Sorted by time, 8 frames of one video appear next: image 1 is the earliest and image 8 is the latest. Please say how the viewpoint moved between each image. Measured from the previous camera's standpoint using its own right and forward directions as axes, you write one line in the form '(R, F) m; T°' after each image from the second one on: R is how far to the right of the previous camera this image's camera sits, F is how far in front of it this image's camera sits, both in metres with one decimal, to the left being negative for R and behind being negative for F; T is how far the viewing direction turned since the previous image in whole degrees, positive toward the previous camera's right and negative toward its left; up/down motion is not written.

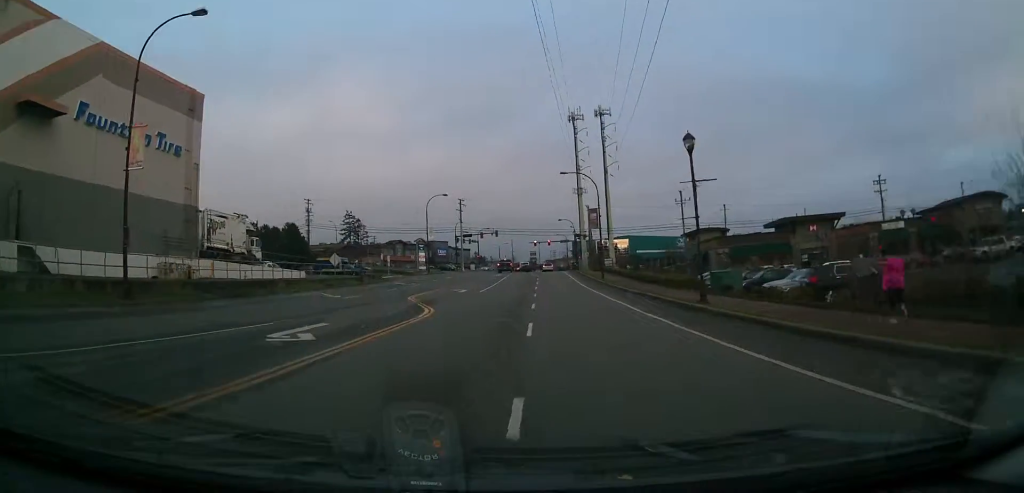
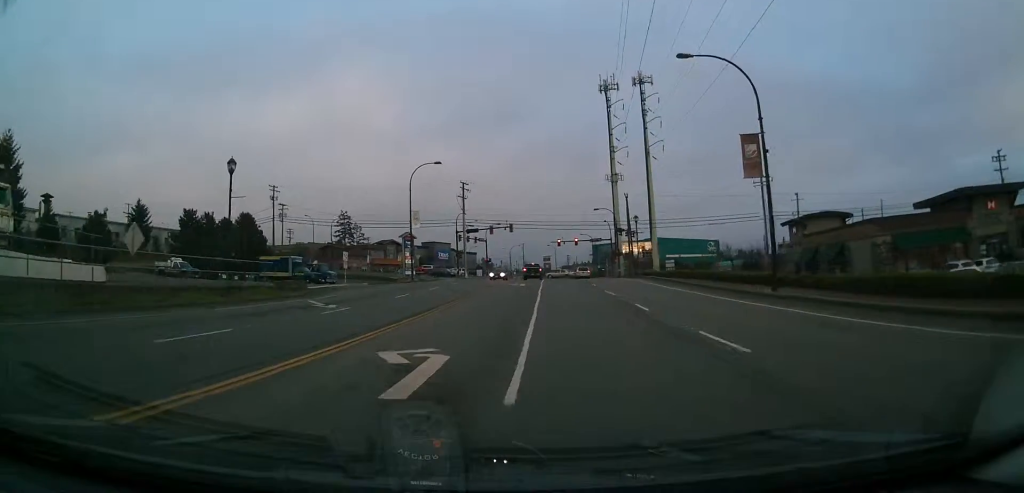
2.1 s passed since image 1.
(-0.4, +30.8) m; +1°
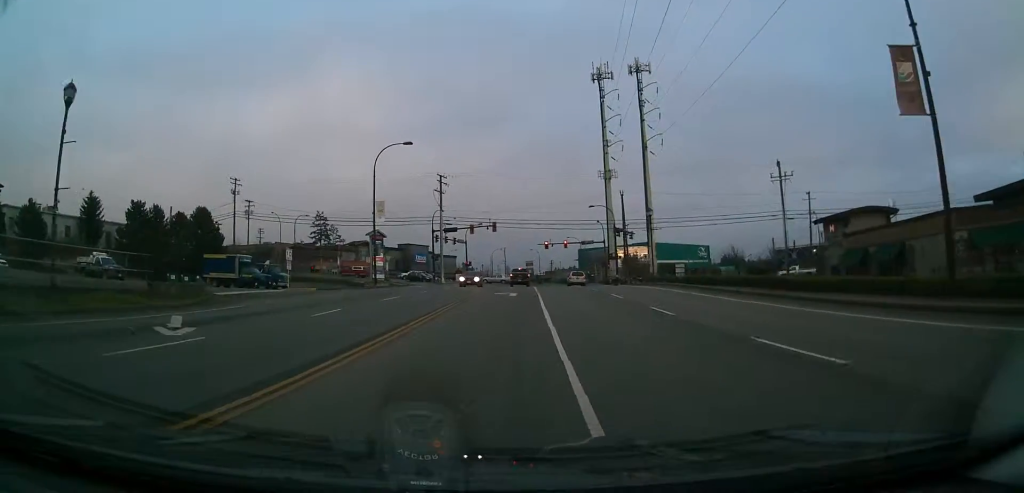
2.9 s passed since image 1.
(+0.1, +10.8) m; 0°
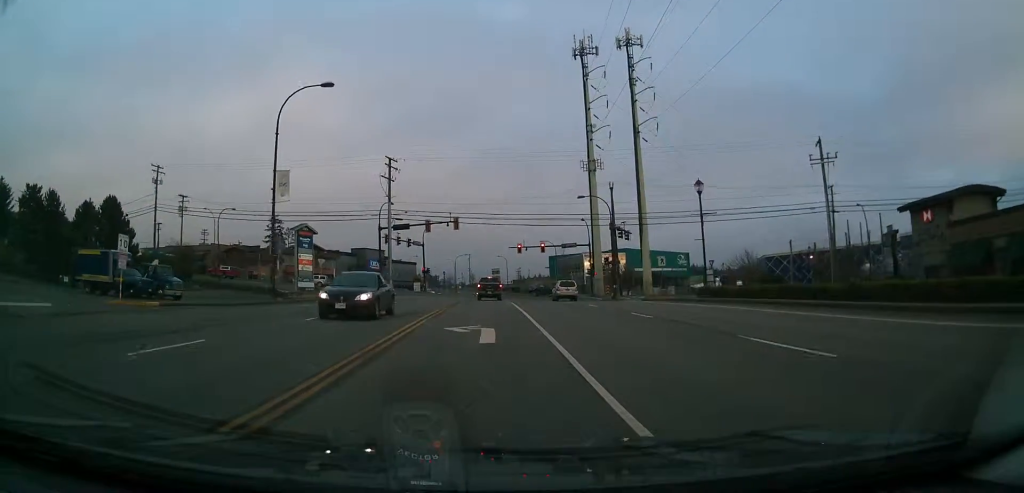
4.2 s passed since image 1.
(0.0, +17.3) m; +4°
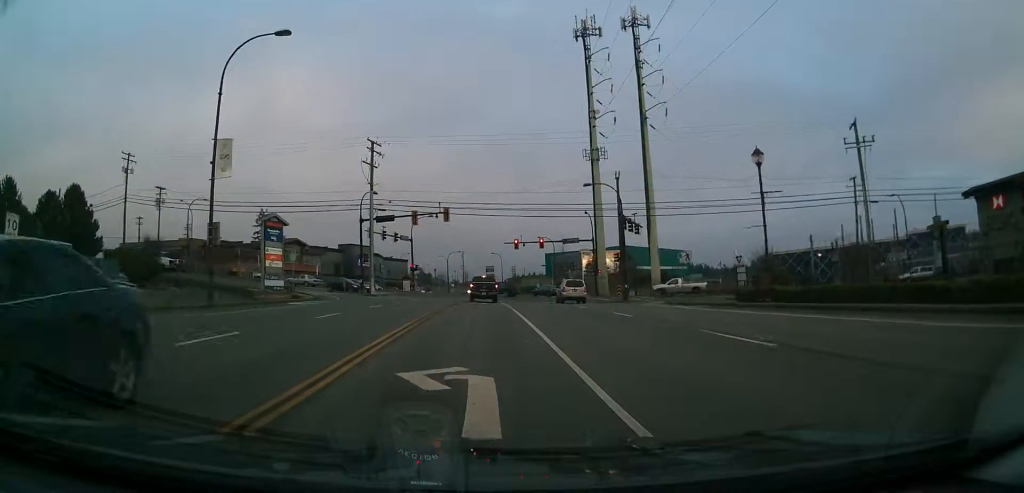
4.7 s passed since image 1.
(+0.3, +7.2) m; +2°
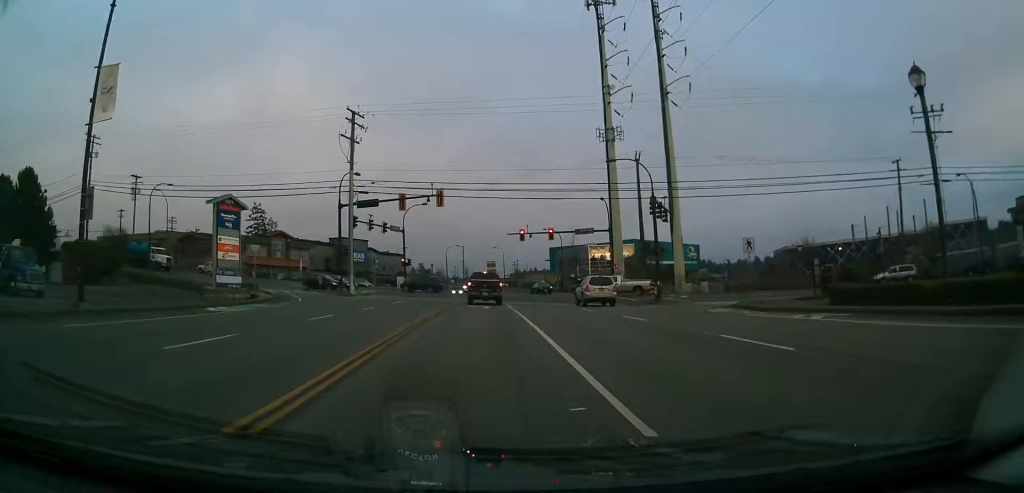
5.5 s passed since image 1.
(+0.5, +9.7) m; +1°
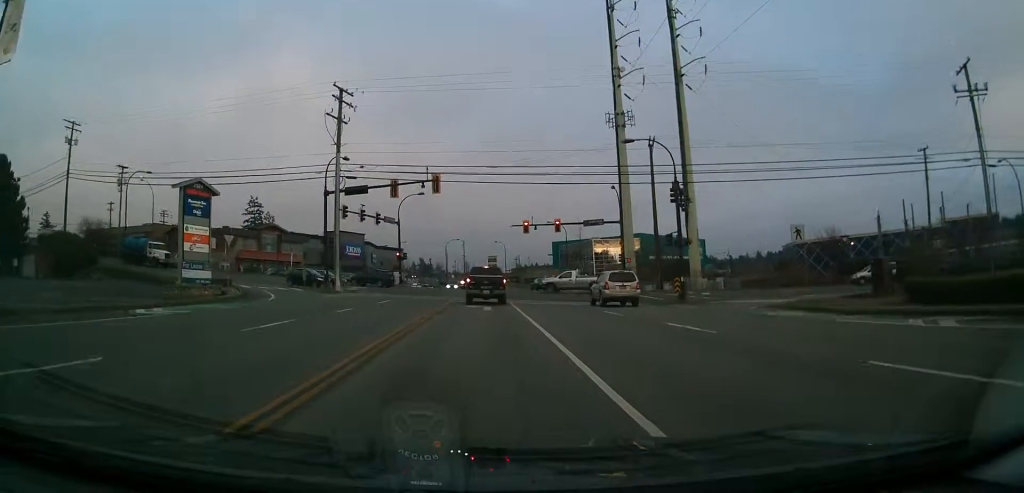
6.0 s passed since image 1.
(-0.3, +5.0) m; -2°
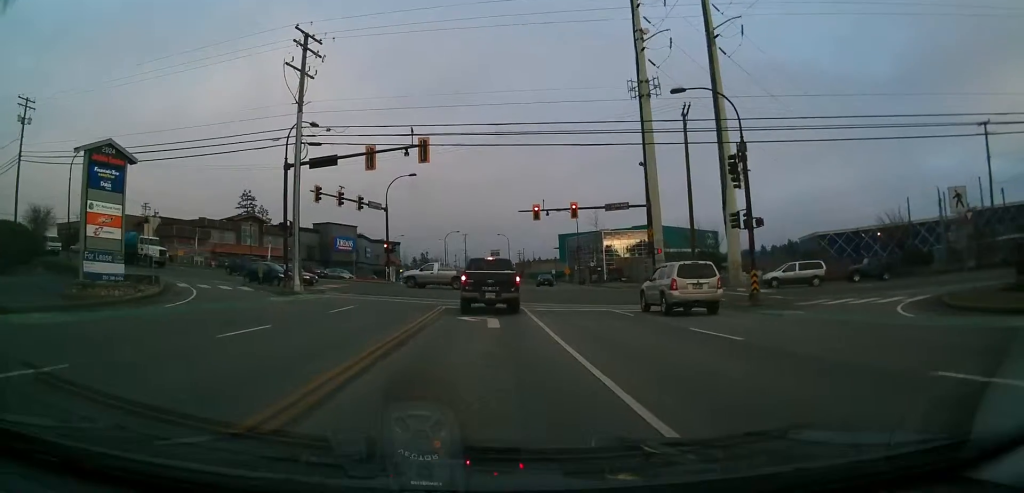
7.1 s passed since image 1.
(-0.3, +10.4) m; -1°
